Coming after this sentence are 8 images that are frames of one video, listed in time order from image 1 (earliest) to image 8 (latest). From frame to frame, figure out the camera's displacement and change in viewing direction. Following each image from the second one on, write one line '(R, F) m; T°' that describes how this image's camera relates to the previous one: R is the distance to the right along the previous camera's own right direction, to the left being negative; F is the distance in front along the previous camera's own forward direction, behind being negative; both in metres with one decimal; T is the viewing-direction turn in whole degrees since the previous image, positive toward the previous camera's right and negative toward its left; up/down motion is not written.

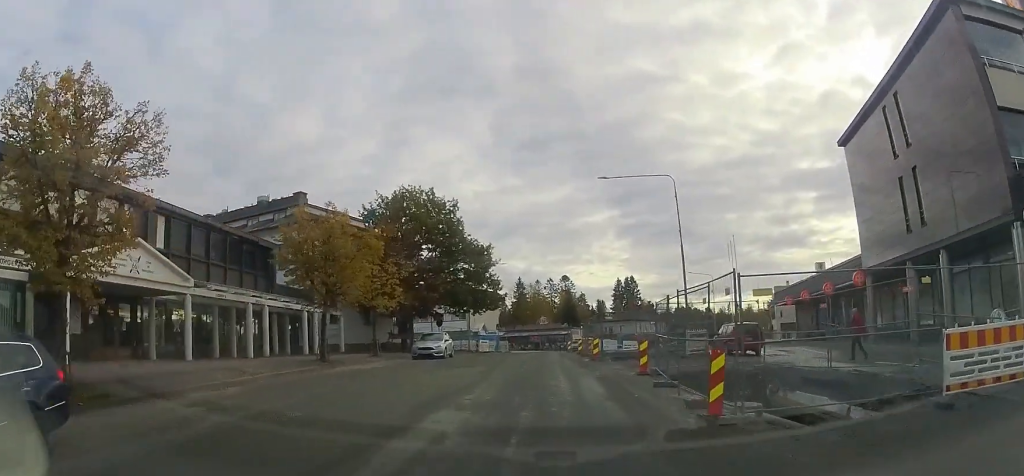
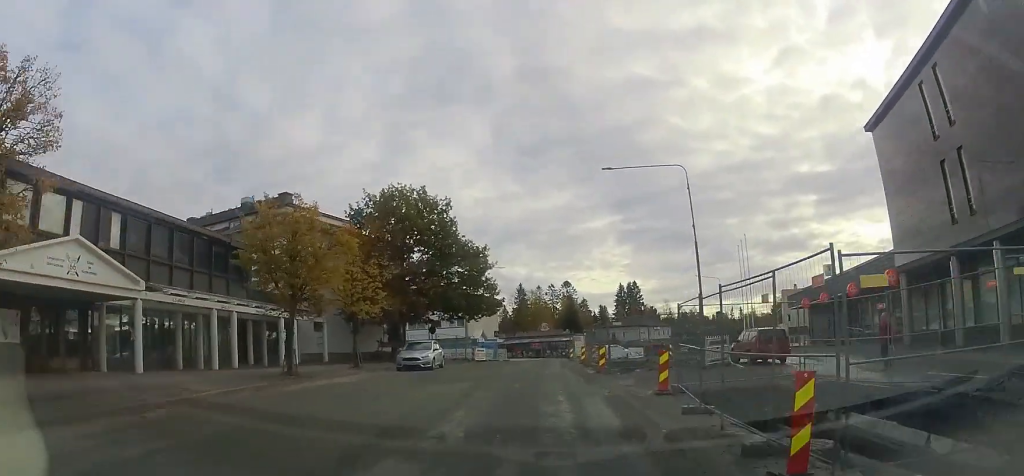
(-0.3, +2.9) m; 0°
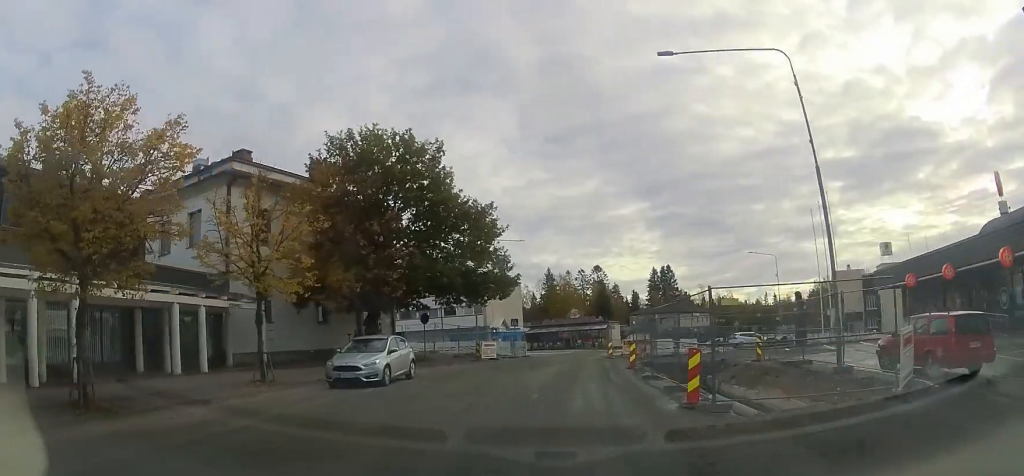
(+0.6, +10.8) m; +5°
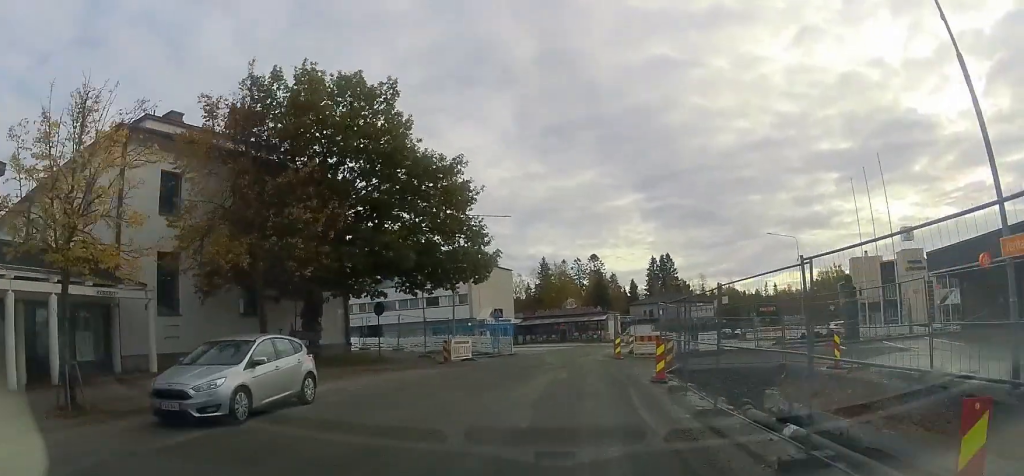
(0.0, +7.3) m; -1°
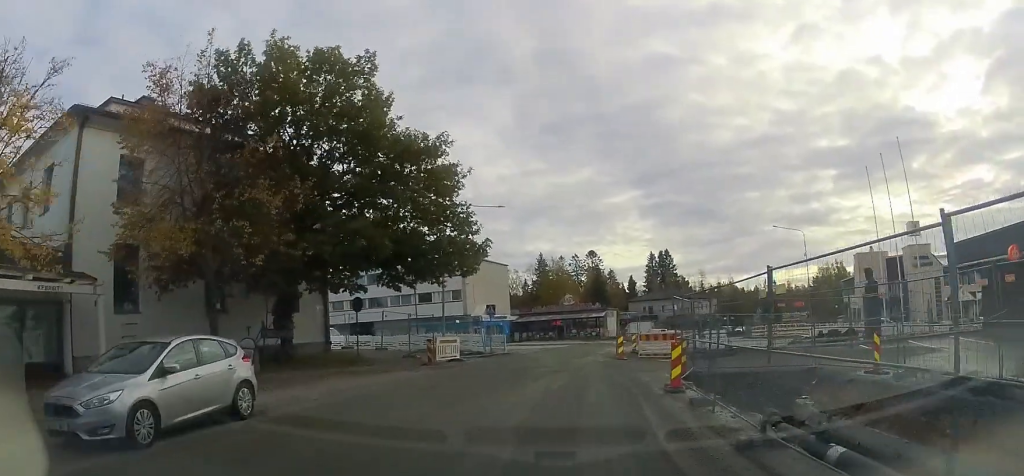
(0.0, +2.4) m; -3°
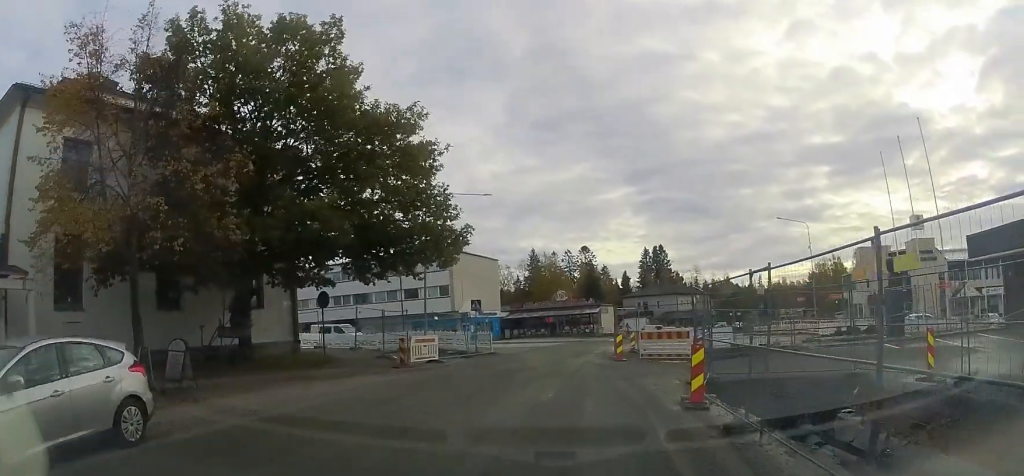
(0.0, +2.7) m; -2°
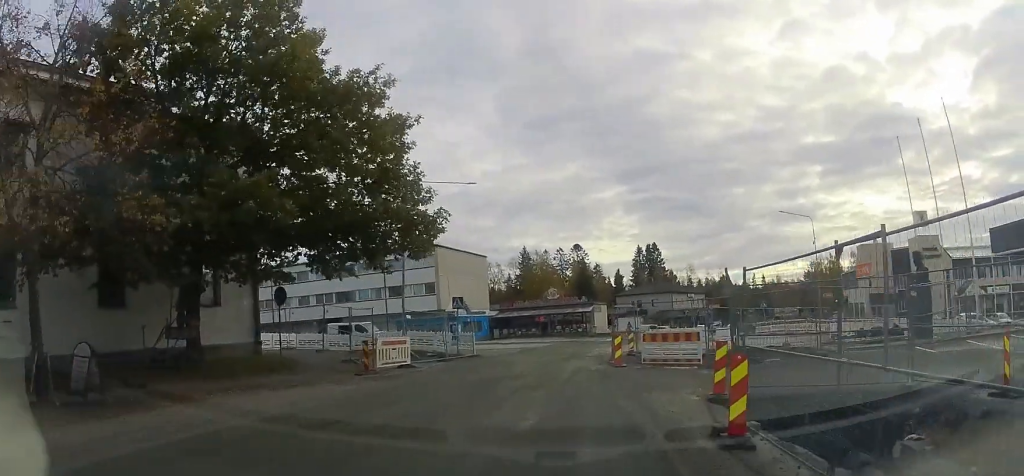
(-0.3, +2.8) m; 0°
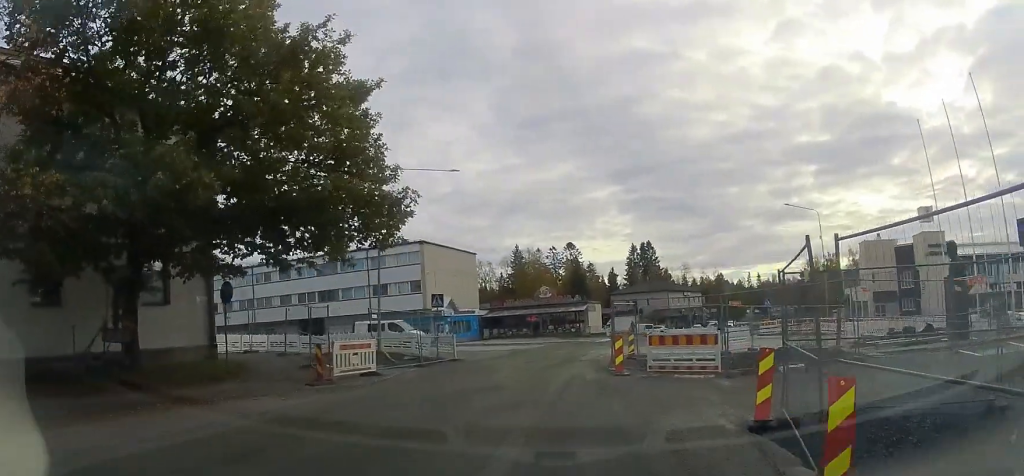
(0.0, +2.9) m; +2°
